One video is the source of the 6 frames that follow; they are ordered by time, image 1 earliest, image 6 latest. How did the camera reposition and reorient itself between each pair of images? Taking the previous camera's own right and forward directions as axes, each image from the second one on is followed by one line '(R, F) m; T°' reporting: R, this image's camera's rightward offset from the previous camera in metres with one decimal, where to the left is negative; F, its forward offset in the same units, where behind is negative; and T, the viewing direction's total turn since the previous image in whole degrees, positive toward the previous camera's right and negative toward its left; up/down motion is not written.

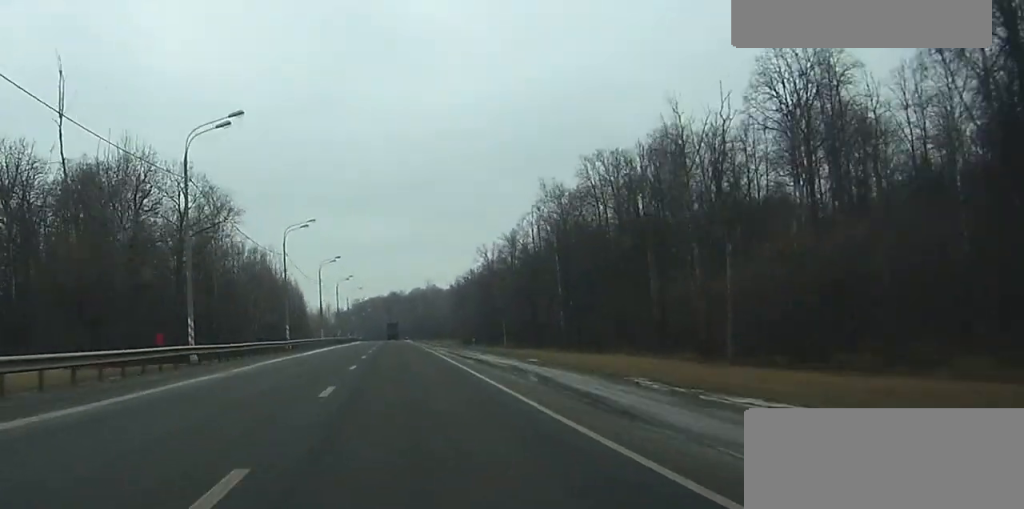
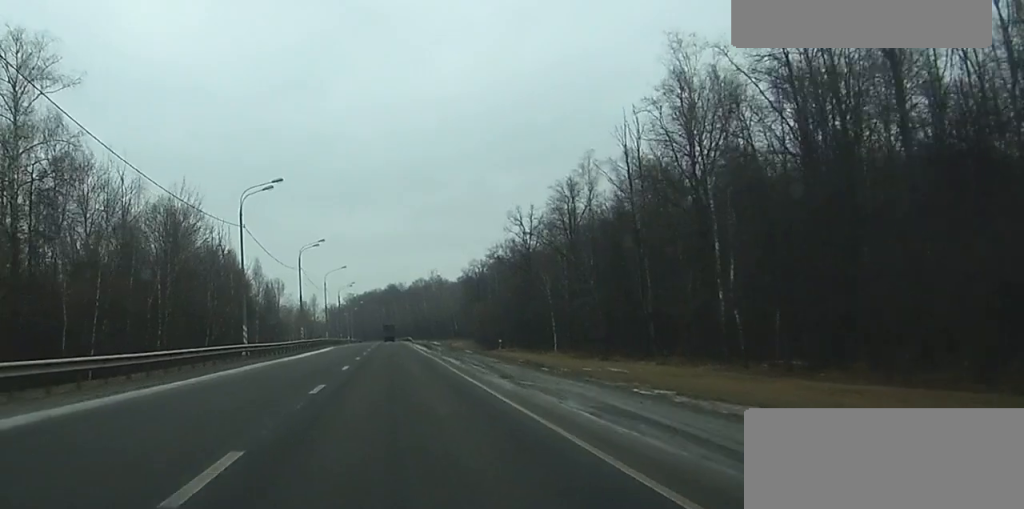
(+0.1, +61.6) m; 0°
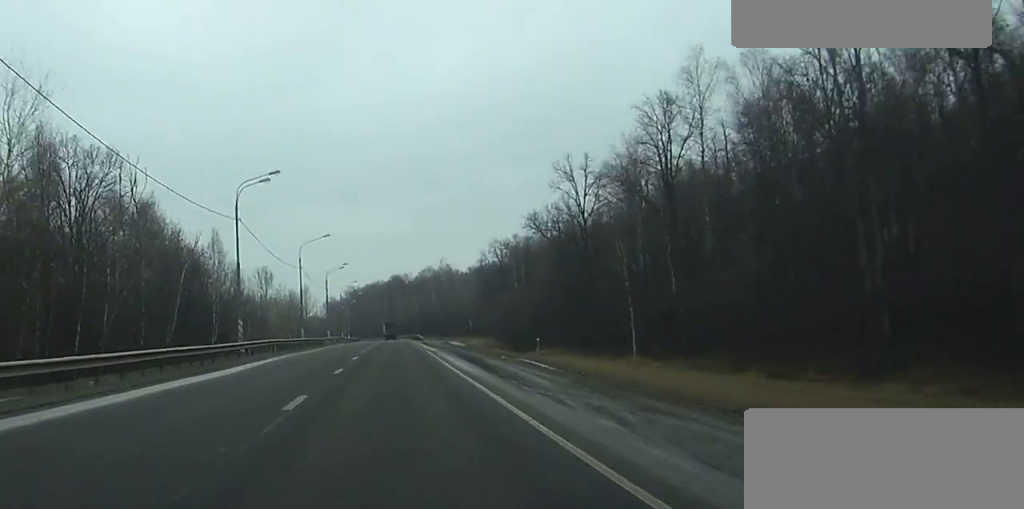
(0.0, +40.0) m; 0°
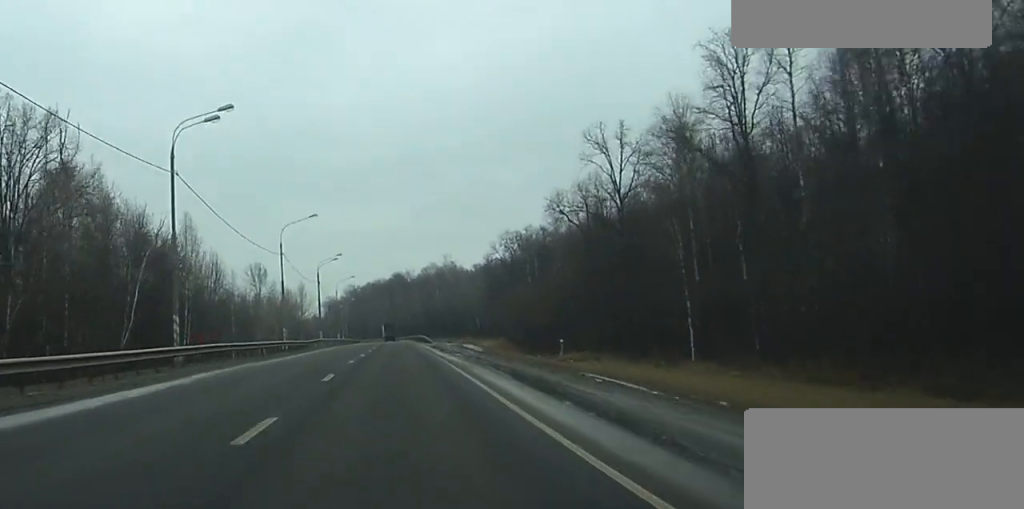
(0.0, +16.7) m; 0°
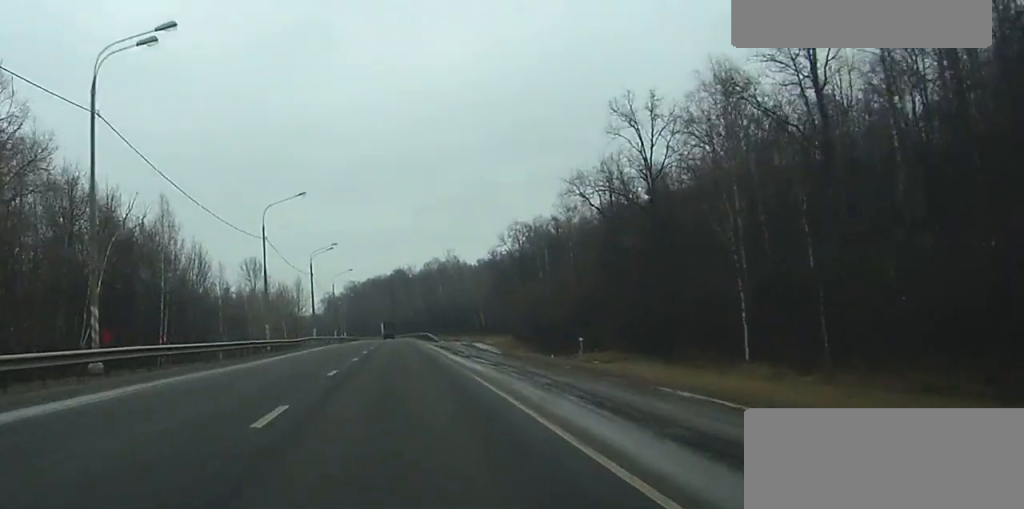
(0.0, +10.8) m; 0°
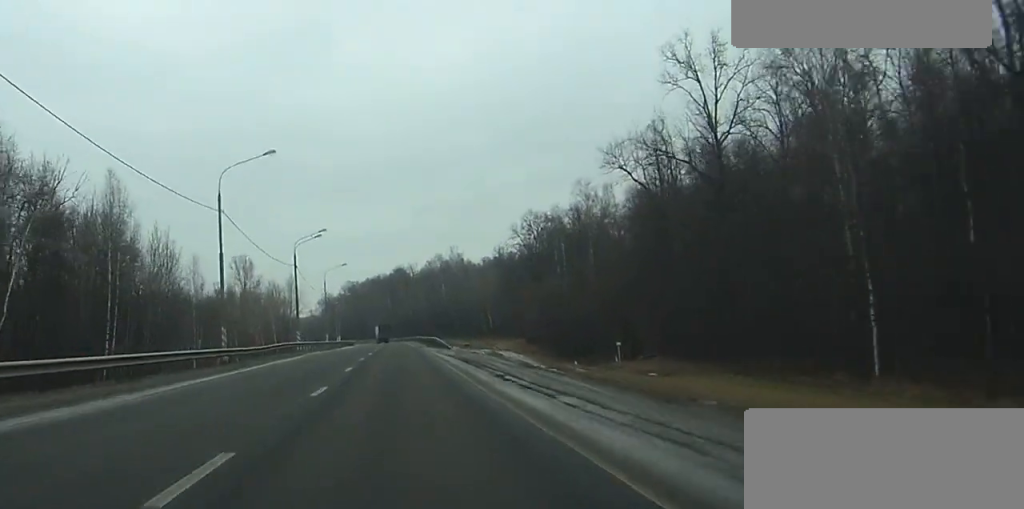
(0.0, +16.7) m; 0°
